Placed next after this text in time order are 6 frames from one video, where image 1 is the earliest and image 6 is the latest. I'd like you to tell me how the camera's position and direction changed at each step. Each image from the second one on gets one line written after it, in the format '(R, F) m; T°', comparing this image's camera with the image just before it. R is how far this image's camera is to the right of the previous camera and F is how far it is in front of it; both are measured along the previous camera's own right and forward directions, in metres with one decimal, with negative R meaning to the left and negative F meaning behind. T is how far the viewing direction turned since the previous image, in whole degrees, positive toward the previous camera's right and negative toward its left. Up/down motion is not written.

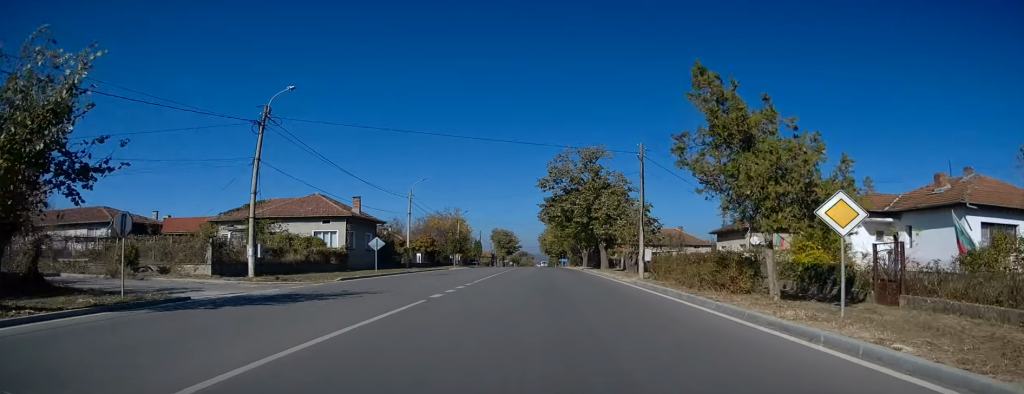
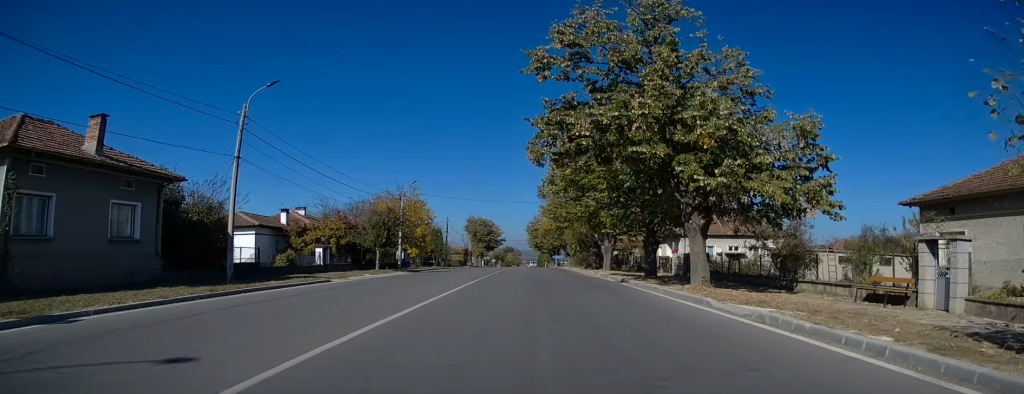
(+0.4, +28.8) m; +1°
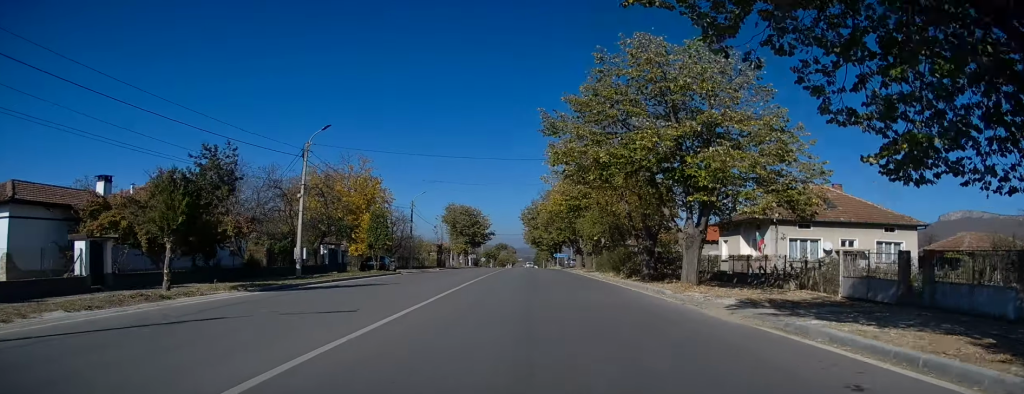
(0.0, +21.3) m; 0°
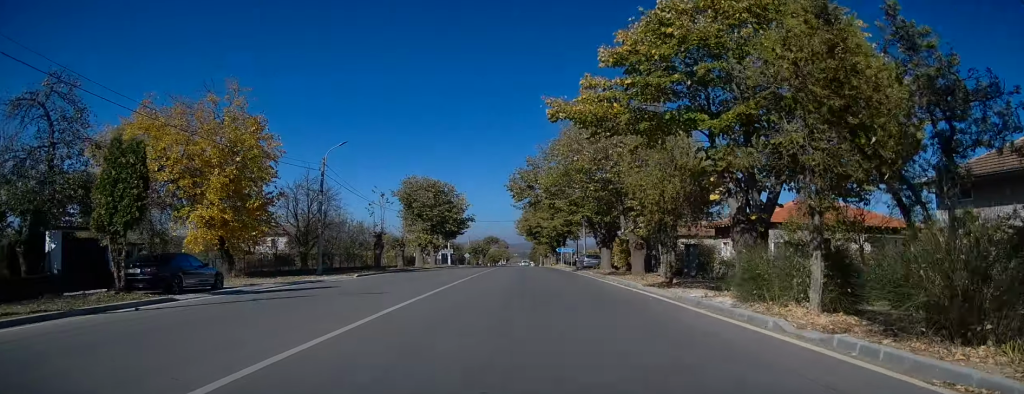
(+0.2, +24.2) m; +1°
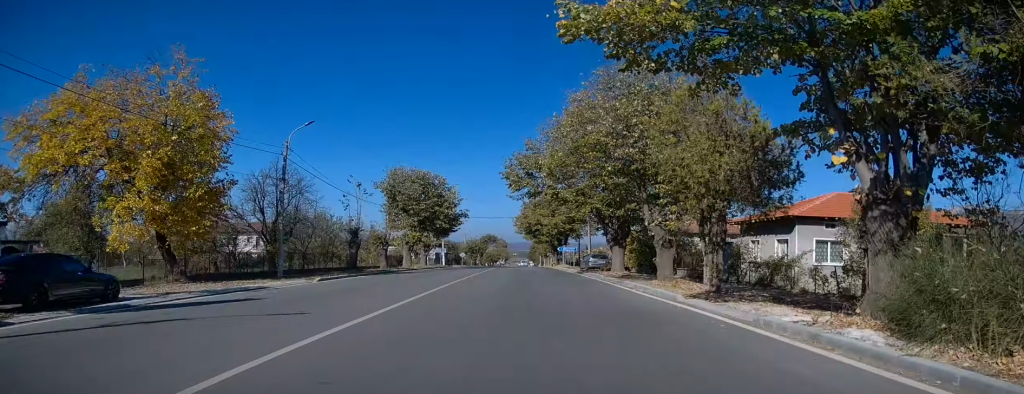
(0.0, +5.8) m; 0°
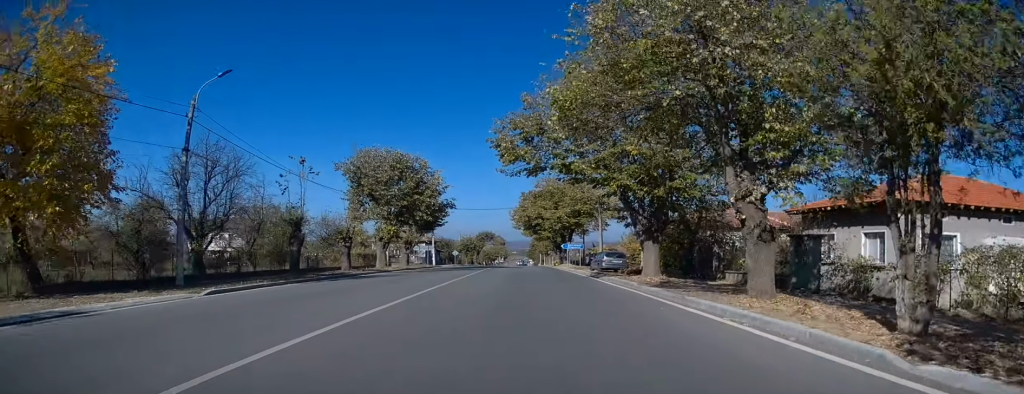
(0.0, +8.7) m; 0°
